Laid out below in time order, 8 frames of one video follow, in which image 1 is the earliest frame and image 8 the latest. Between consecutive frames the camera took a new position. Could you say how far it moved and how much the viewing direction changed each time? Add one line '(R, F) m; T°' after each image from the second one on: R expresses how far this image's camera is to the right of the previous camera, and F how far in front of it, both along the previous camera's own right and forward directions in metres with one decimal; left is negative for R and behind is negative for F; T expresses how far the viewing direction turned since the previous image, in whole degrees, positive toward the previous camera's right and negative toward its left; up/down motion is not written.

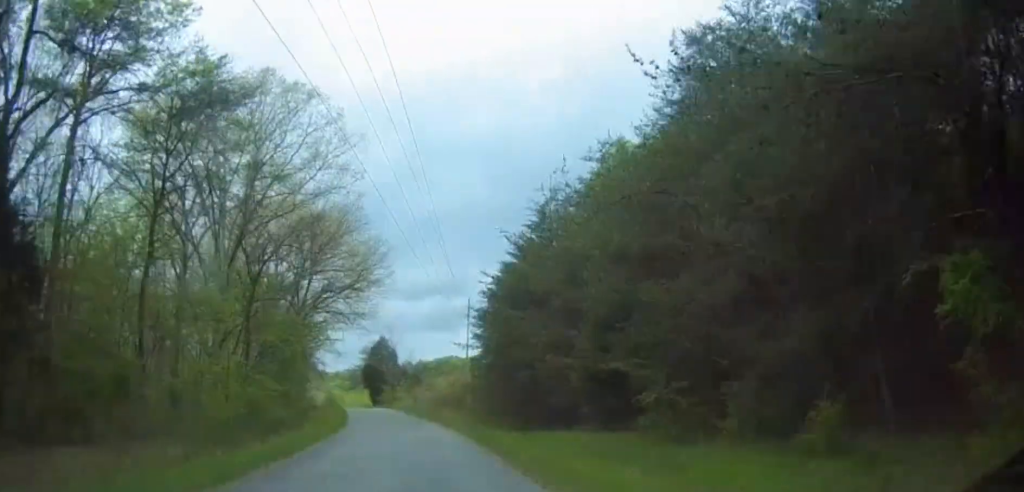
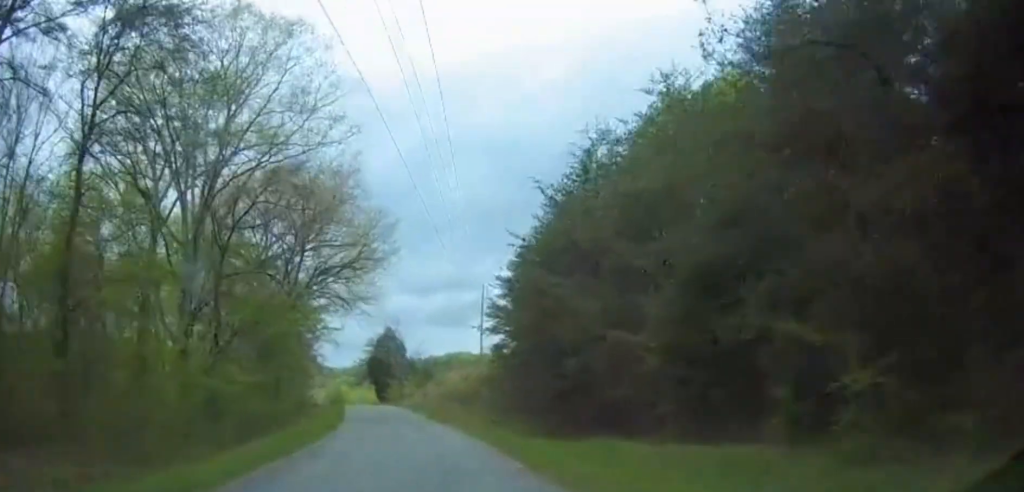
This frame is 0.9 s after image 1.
(0.0, +7.4) m; +1°
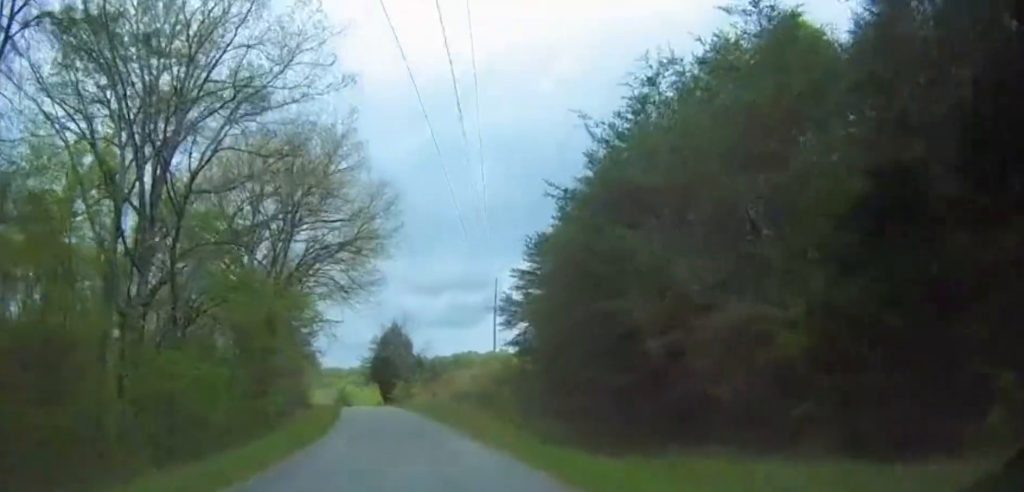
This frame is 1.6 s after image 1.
(0.0, +6.4) m; +2°
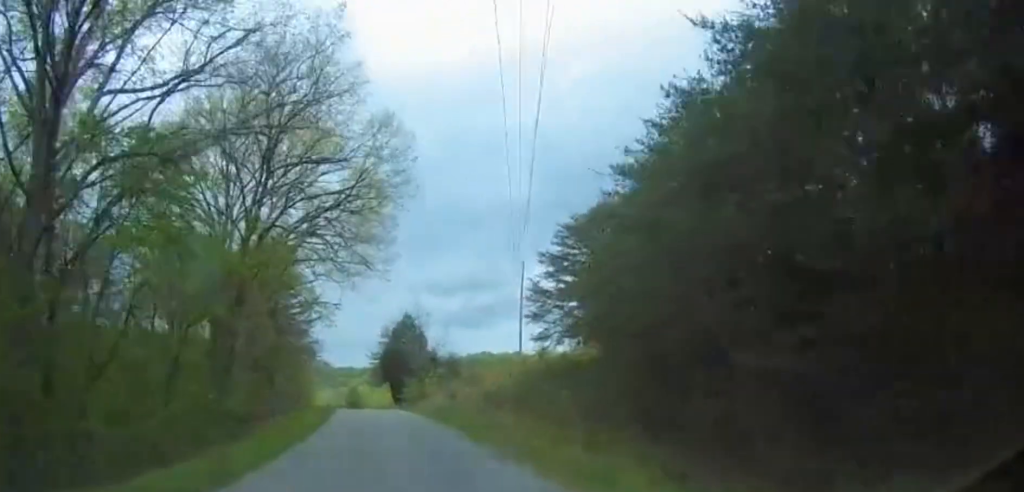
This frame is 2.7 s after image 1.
(+0.2, +10.0) m; -4°
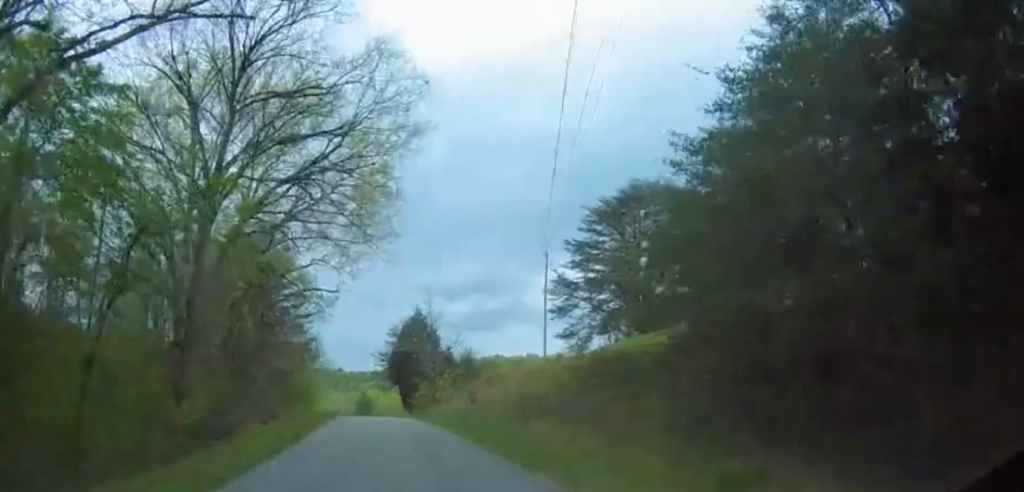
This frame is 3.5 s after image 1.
(-0.7, +7.4) m; -3°
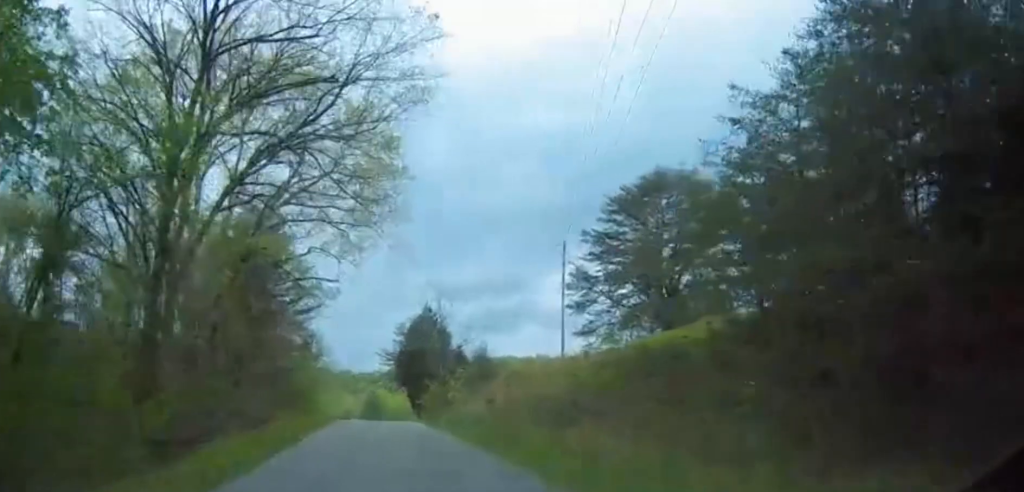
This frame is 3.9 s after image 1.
(+0.2, +4.0) m; 0°
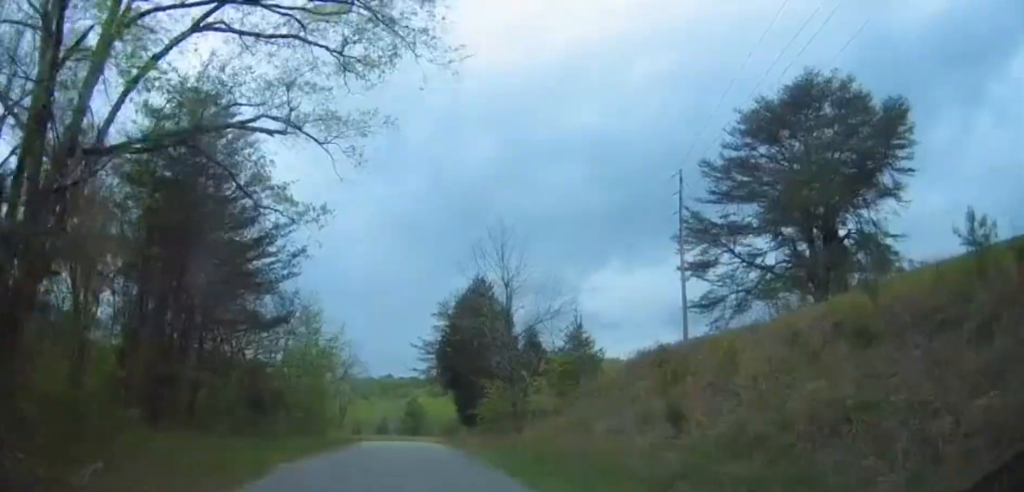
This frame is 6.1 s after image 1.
(-1.2, +19.5) m; -7°
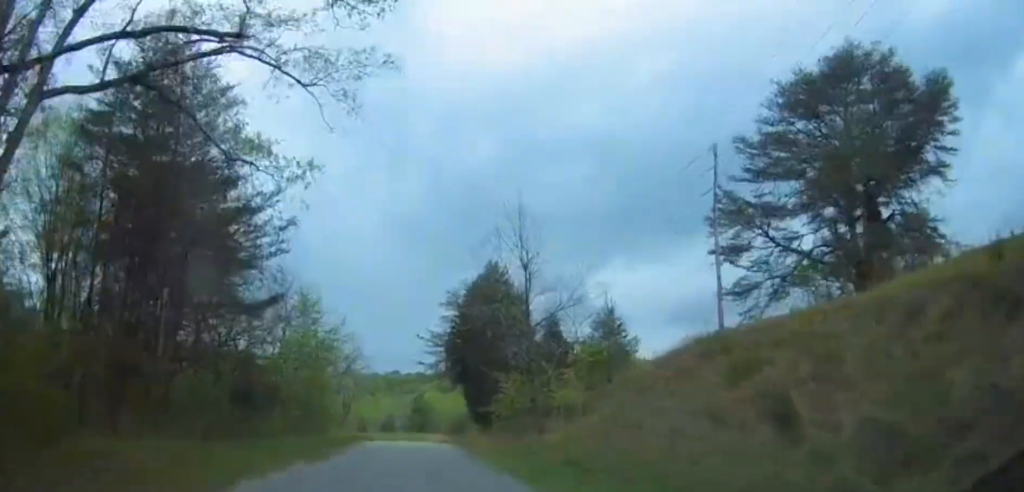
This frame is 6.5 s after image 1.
(-0.2, +3.9) m; 0°
